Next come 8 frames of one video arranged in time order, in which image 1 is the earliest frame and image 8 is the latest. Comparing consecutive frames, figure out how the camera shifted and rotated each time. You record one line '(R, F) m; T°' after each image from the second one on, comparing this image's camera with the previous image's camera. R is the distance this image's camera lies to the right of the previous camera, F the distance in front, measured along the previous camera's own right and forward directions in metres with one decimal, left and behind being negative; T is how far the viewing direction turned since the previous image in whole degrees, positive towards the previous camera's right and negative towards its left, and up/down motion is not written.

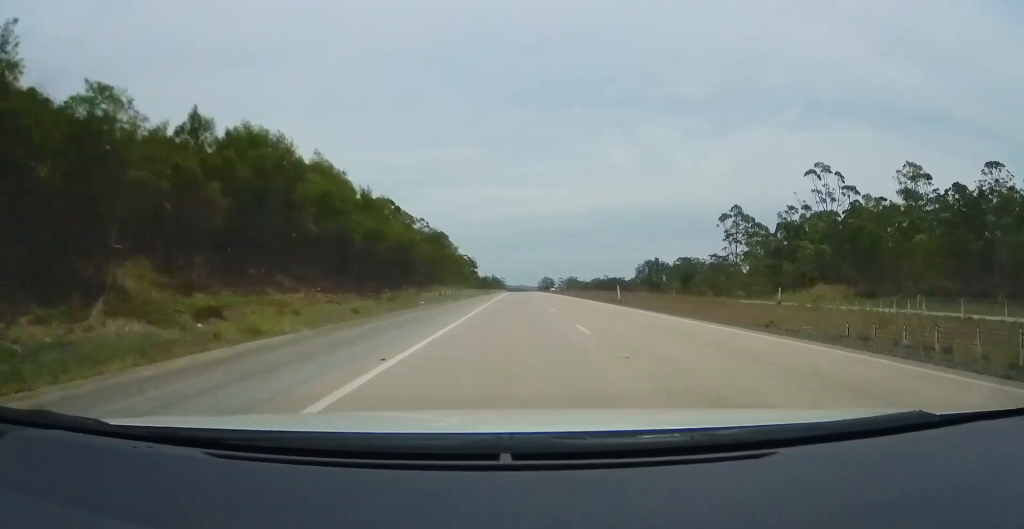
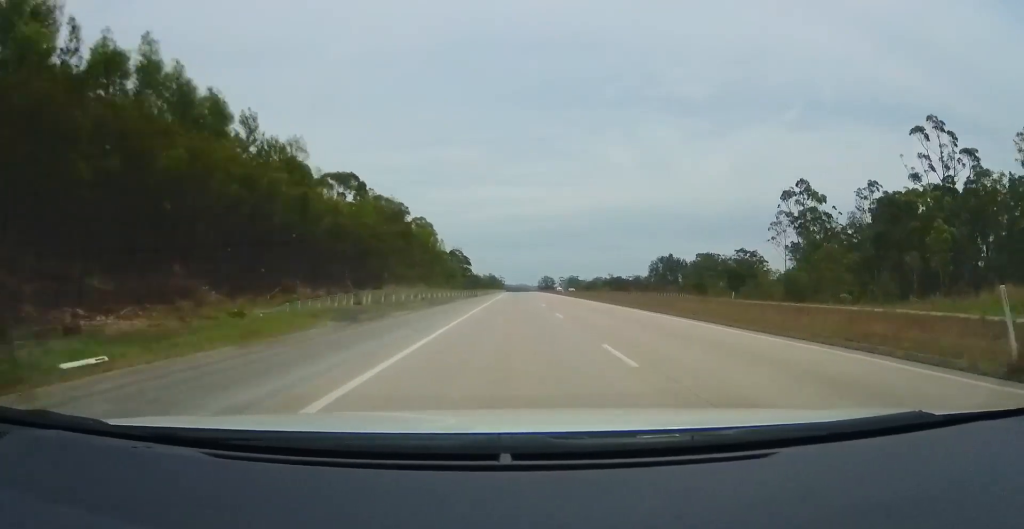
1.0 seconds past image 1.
(0.0, +29.1) m; -1°
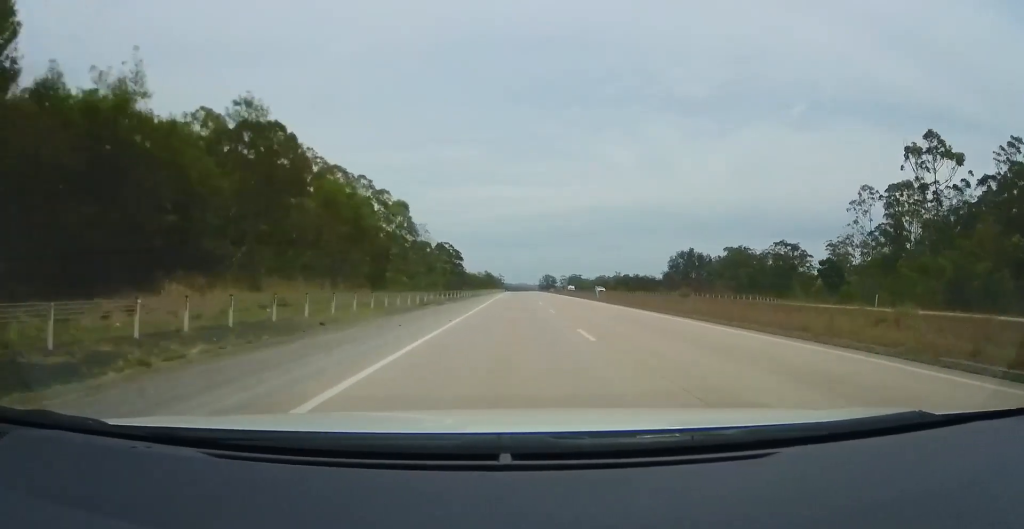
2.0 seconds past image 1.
(-0.7, +32.7) m; 0°
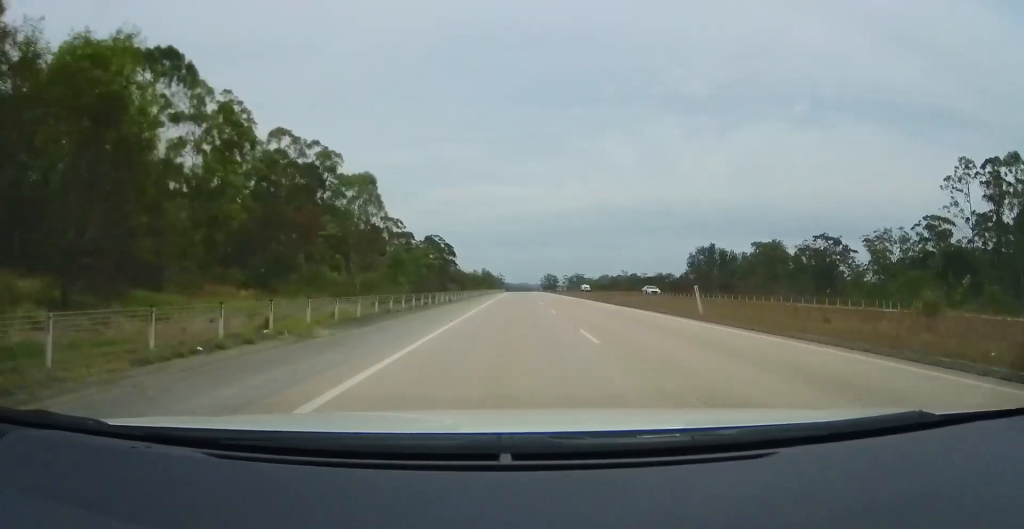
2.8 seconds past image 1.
(+0.5, +24.3) m; 0°
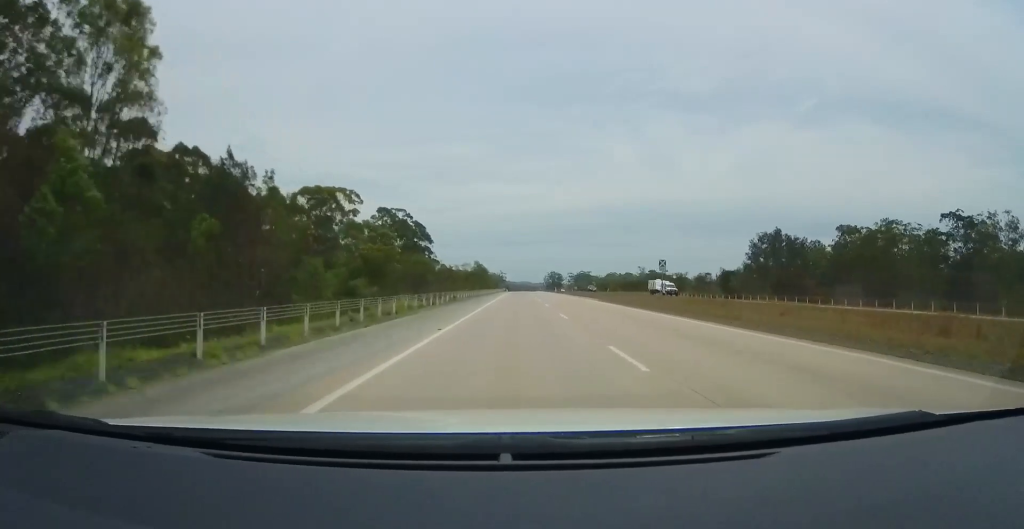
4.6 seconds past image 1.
(-0.1, +52.3) m; 0°
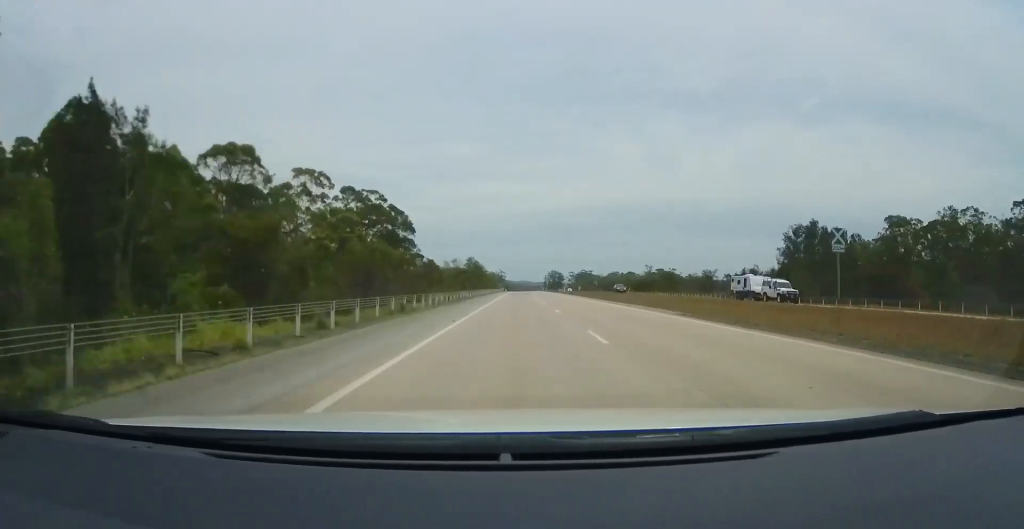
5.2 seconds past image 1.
(+0.1, +19.4) m; 0°
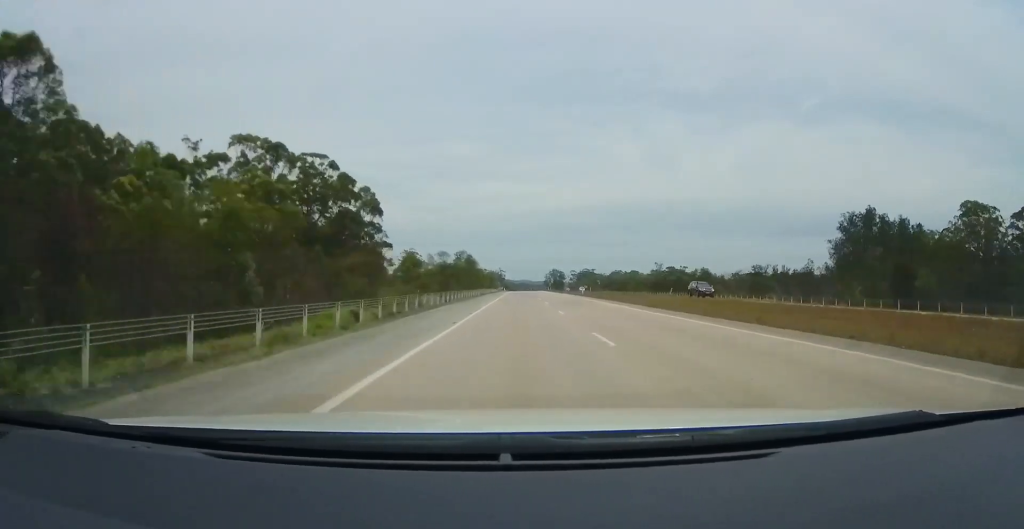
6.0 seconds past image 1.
(-0.5, +24.2) m; 0°
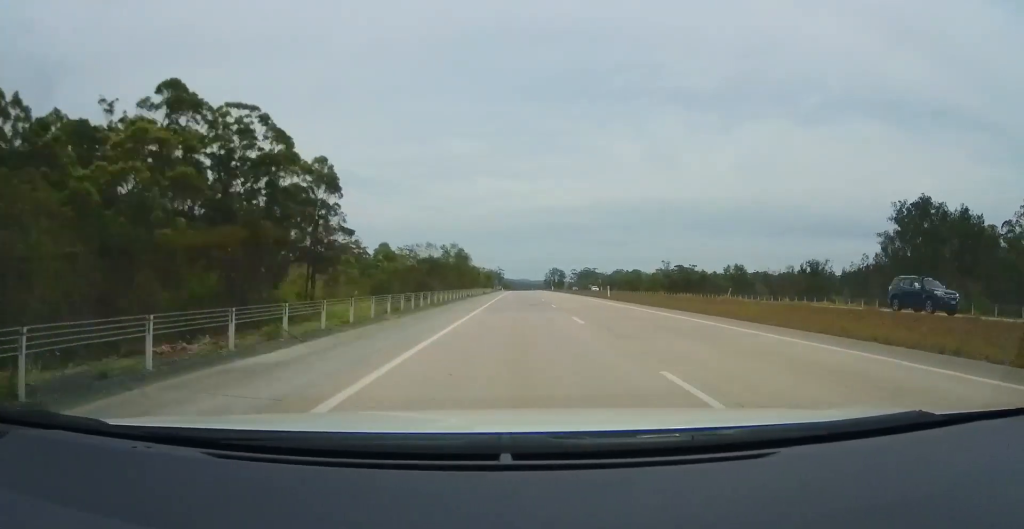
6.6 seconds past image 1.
(+0.4, +18.2) m; 0°
